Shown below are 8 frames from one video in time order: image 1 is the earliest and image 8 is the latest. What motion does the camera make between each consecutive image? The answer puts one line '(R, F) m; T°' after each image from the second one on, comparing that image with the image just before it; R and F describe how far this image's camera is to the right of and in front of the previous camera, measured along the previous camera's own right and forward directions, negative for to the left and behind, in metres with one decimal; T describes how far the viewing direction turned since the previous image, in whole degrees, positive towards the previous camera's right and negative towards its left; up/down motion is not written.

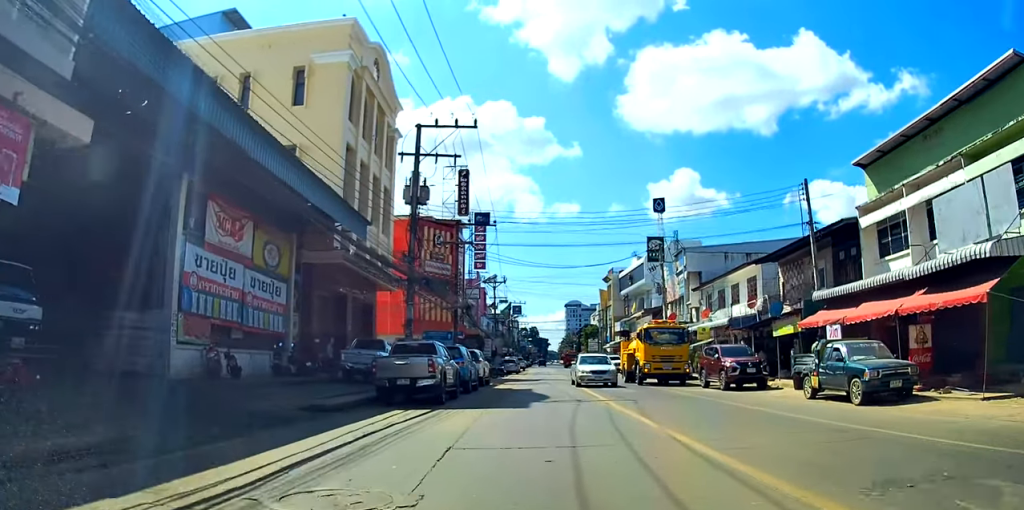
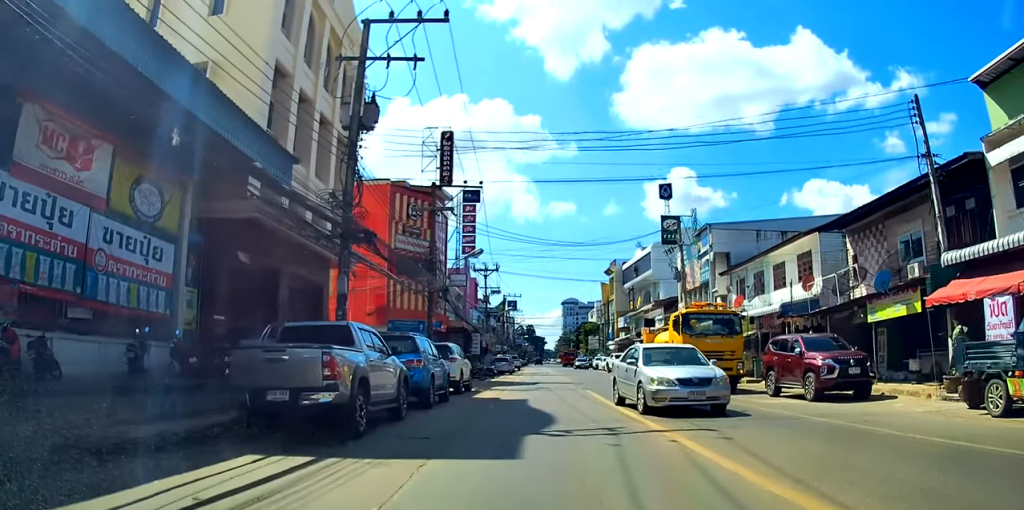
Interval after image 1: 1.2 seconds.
(+0.1, +10.0) m; +1°
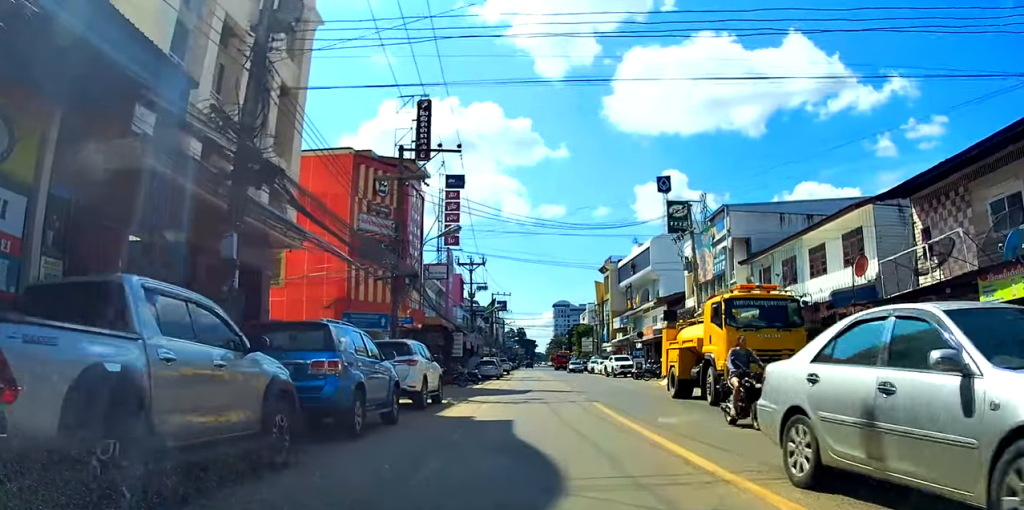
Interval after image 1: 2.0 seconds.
(0.0, +6.7) m; 0°
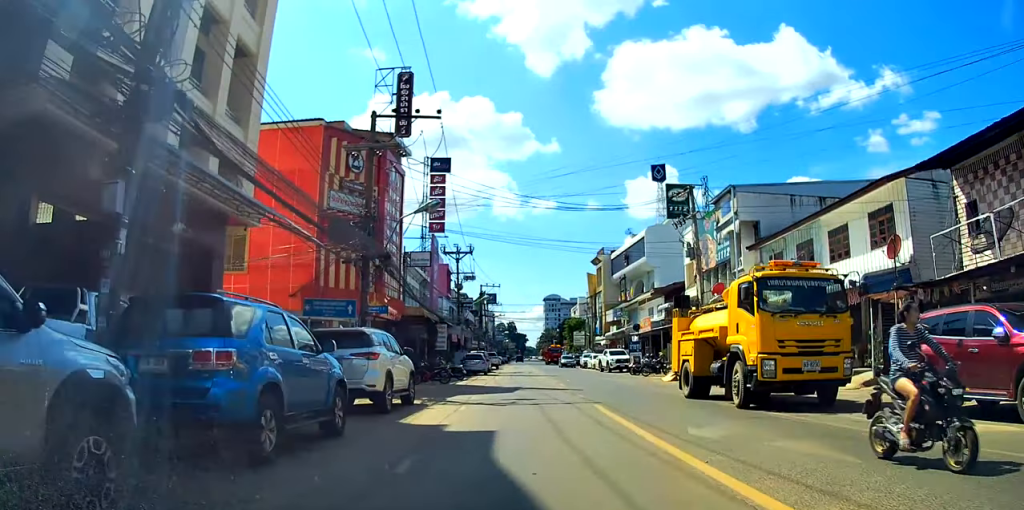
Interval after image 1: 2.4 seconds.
(0.0, +3.6) m; 0°
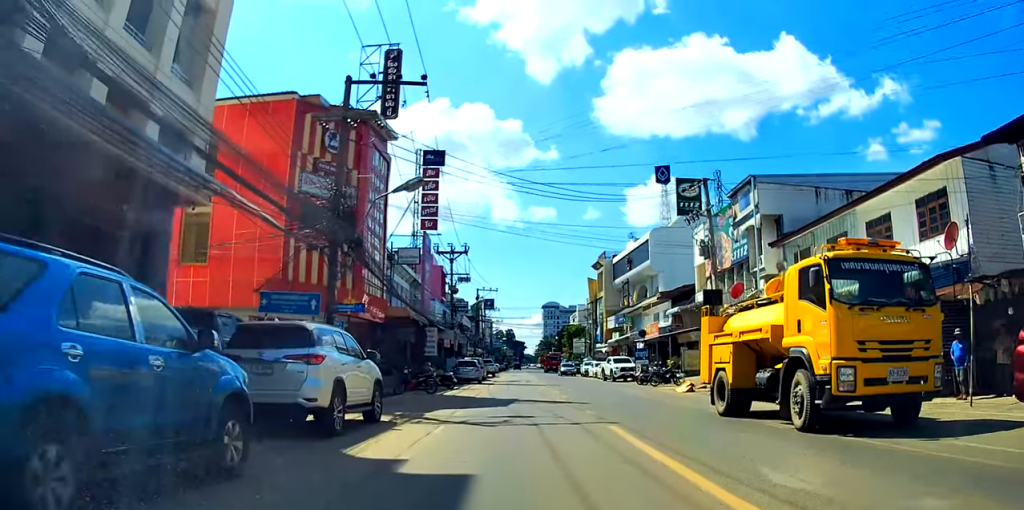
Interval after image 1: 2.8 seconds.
(0.0, +3.6) m; 0°
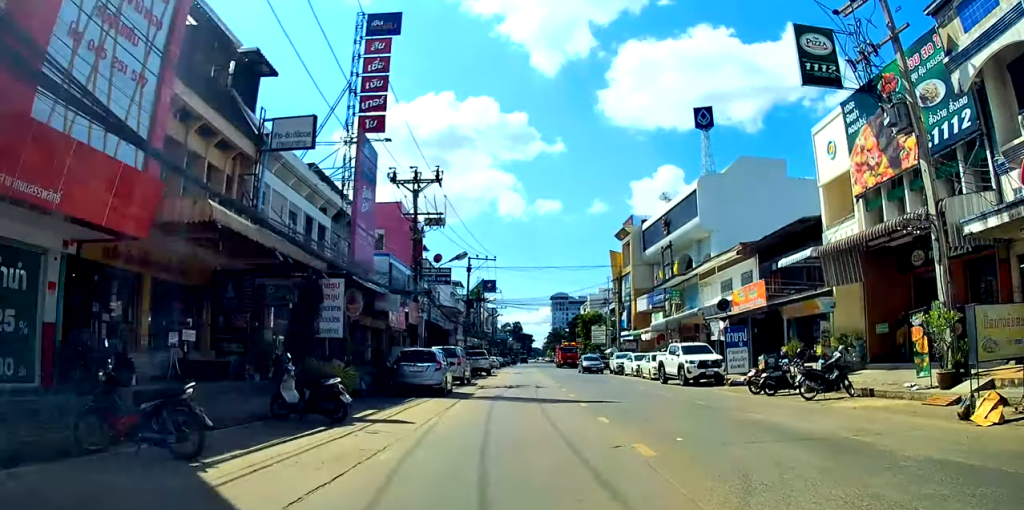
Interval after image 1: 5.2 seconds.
(0.0, +20.0) m; +2°
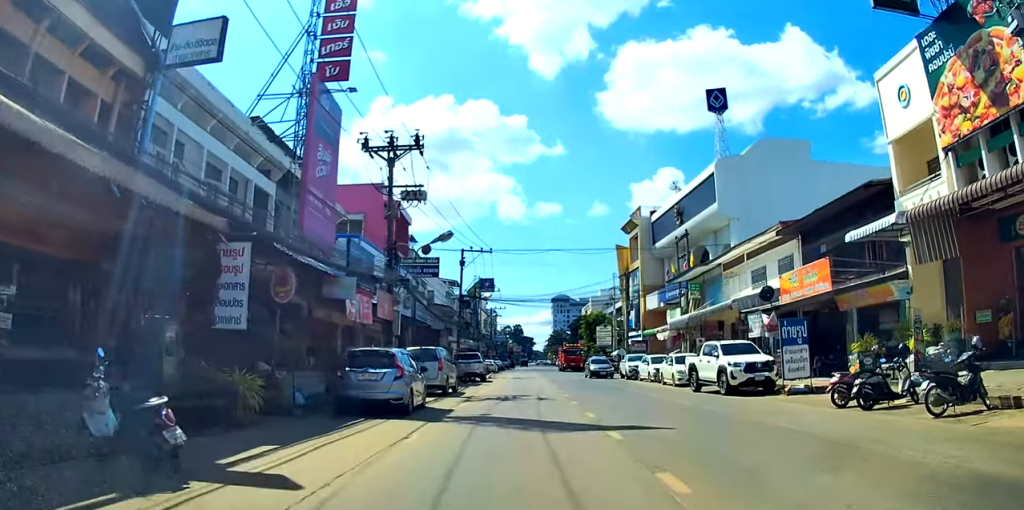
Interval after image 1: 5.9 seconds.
(+0.3, +6.4) m; 0°
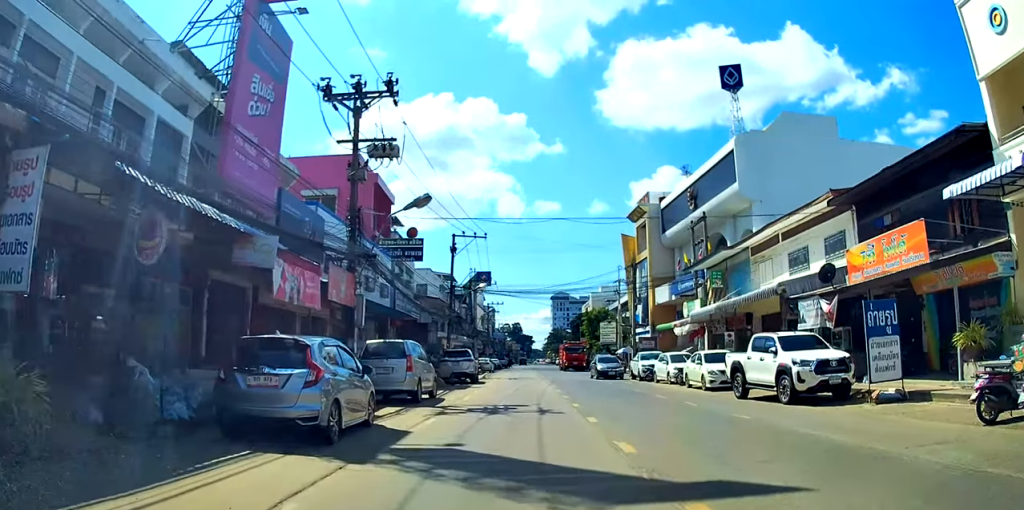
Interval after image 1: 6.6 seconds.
(-0.2, +6.3) m; -2°
